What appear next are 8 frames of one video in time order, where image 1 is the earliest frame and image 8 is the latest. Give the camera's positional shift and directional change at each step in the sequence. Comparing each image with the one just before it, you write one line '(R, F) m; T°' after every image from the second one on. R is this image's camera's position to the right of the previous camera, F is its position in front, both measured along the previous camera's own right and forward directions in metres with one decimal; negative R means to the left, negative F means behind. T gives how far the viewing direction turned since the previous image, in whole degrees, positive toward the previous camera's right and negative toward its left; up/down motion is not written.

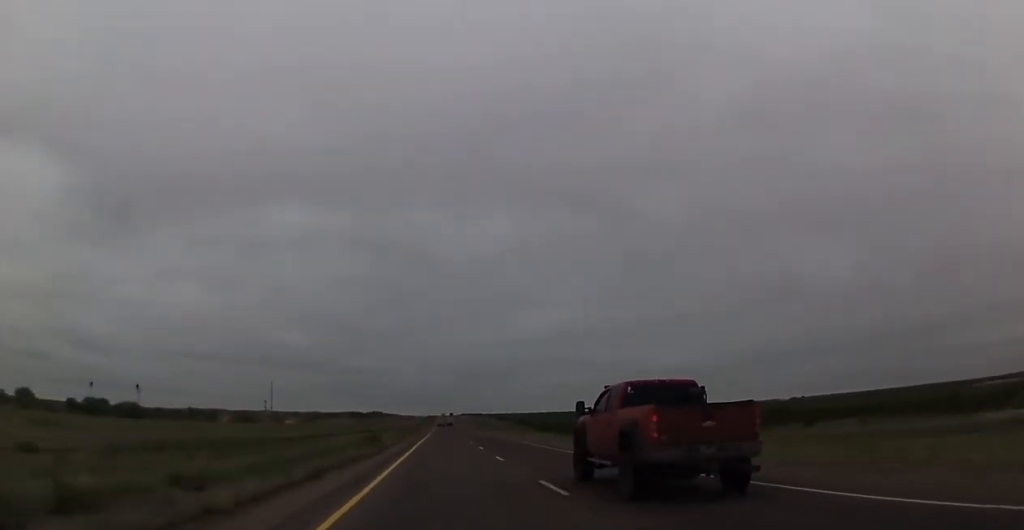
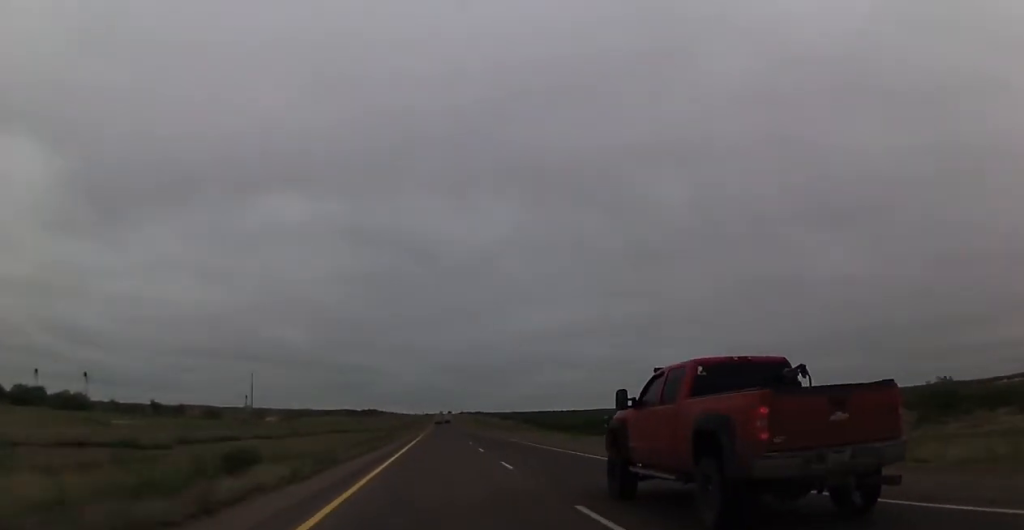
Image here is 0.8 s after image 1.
(0.0, +29.3) m; 0°
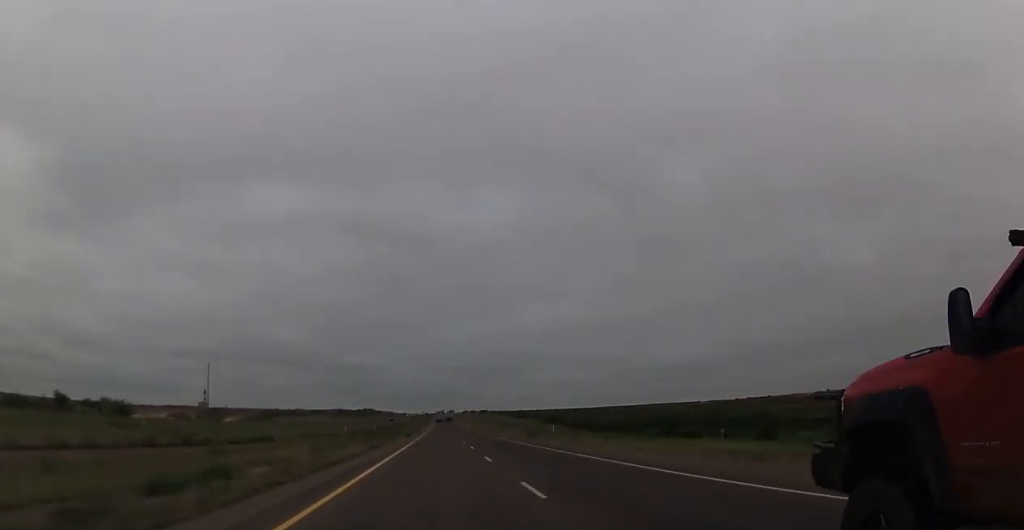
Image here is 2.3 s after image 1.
(+0.2, +56.2) m; 0°
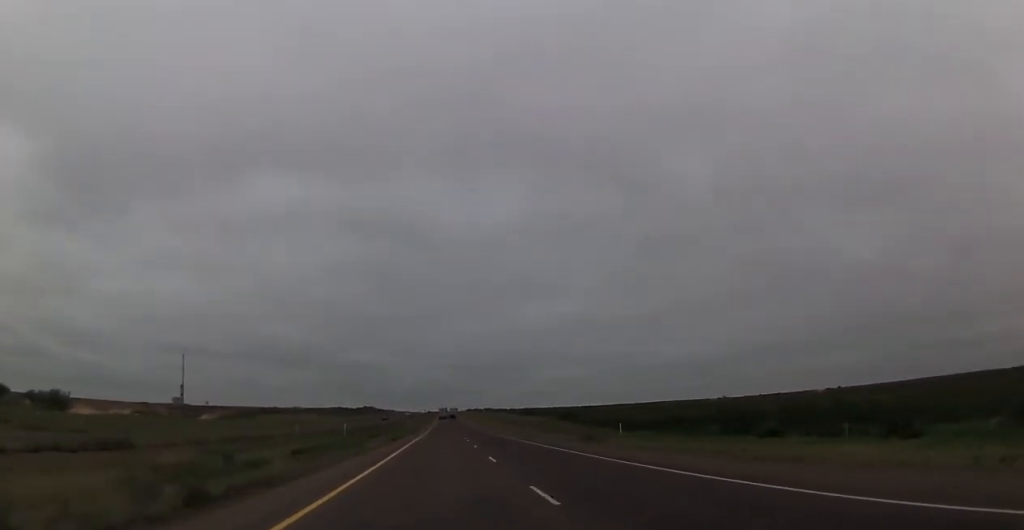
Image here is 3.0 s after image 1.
(-0.1, +25.6) m; 0°
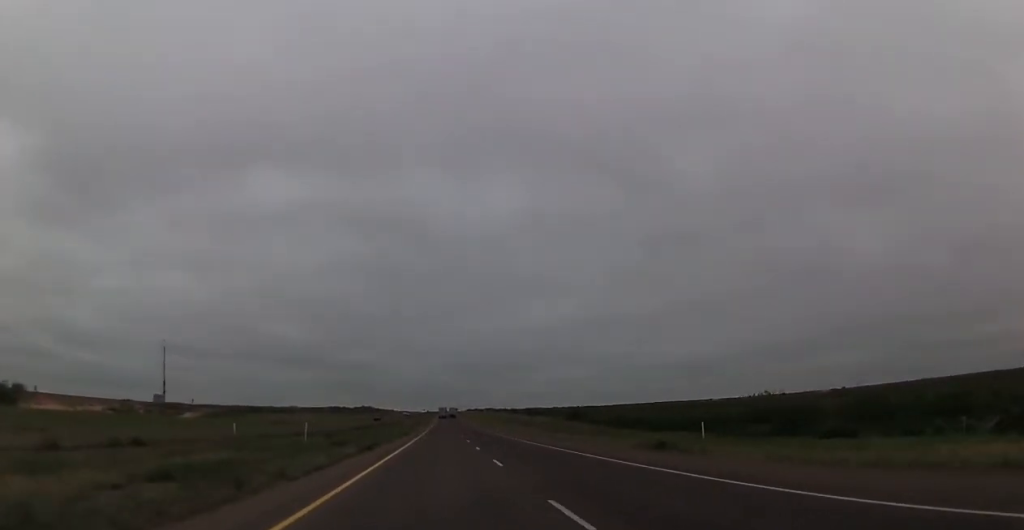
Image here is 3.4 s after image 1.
(0.0, +14.6) m; 0°
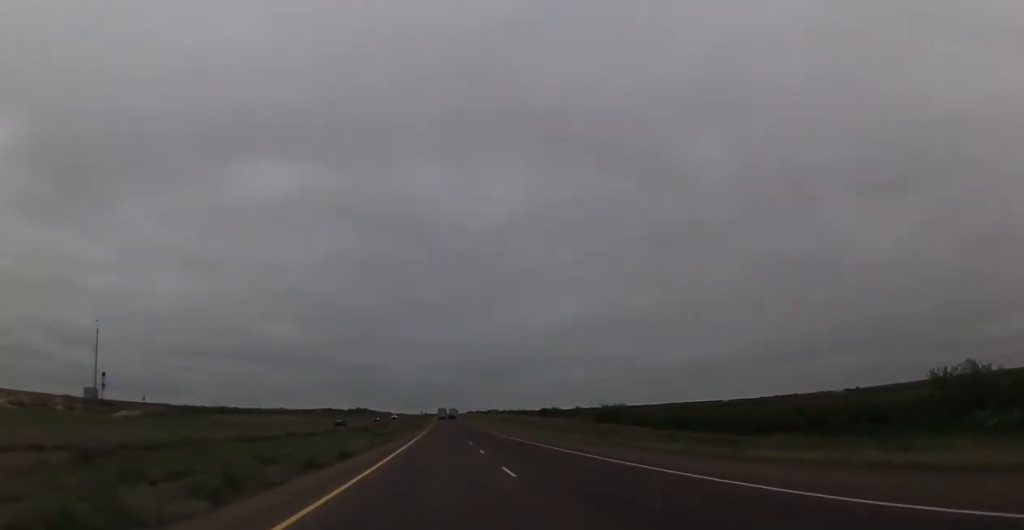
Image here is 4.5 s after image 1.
(0.0, +40.1) m; 0°
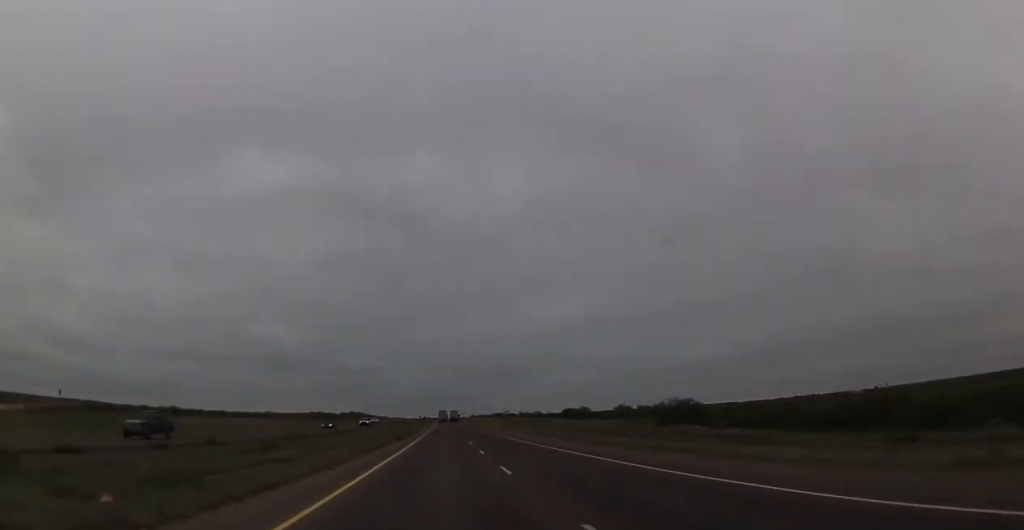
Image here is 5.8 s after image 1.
(+0.1, +47.2) m; 0°
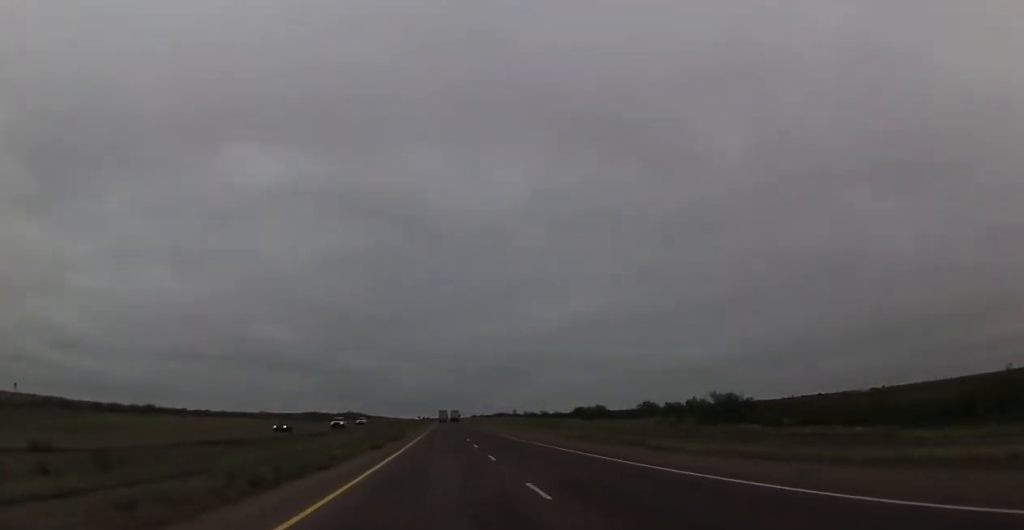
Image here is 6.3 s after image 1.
(-0.1, +18.1) m; 0°
